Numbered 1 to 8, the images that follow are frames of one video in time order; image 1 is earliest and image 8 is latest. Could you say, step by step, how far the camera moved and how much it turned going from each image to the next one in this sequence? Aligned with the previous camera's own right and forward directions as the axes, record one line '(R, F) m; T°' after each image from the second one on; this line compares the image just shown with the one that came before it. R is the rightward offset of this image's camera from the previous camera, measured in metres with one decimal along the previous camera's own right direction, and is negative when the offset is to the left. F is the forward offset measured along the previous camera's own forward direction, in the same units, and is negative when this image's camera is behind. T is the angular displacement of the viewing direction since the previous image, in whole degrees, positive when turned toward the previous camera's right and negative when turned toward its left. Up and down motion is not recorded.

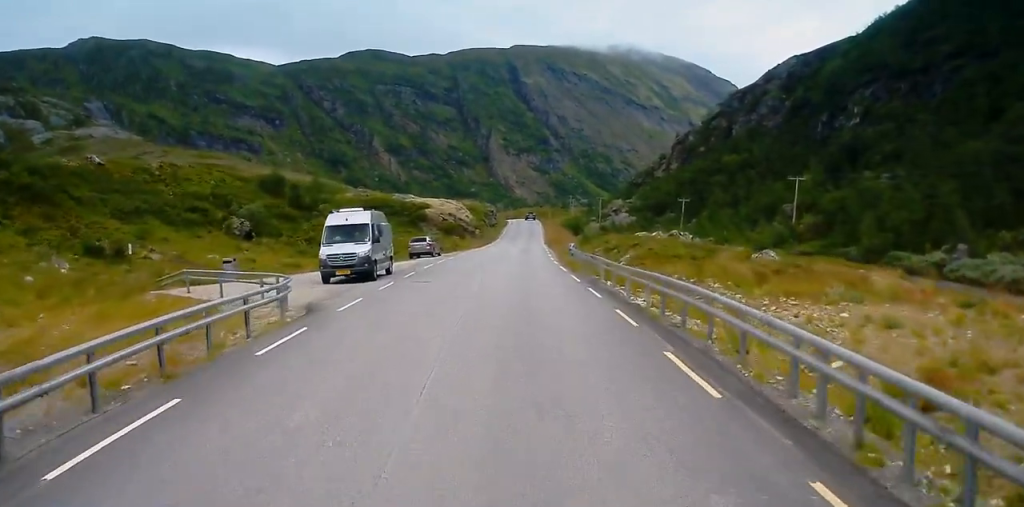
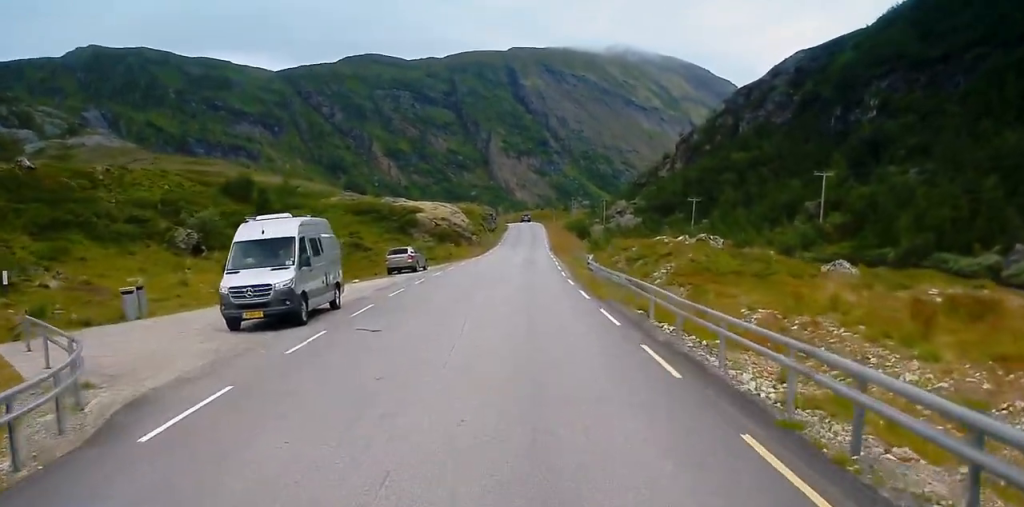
(0.0, +10.0) m; 0°
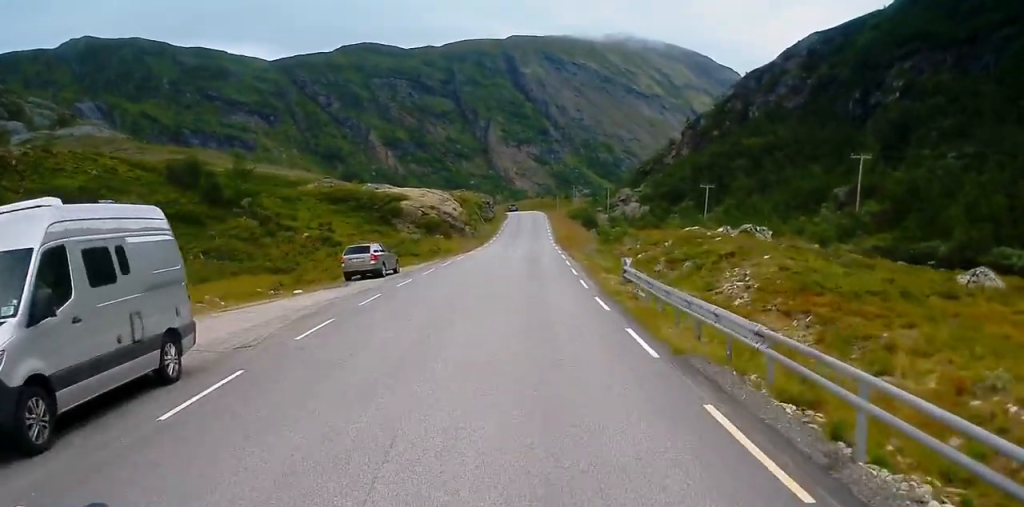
(+0.1, +11.1) m; 0°
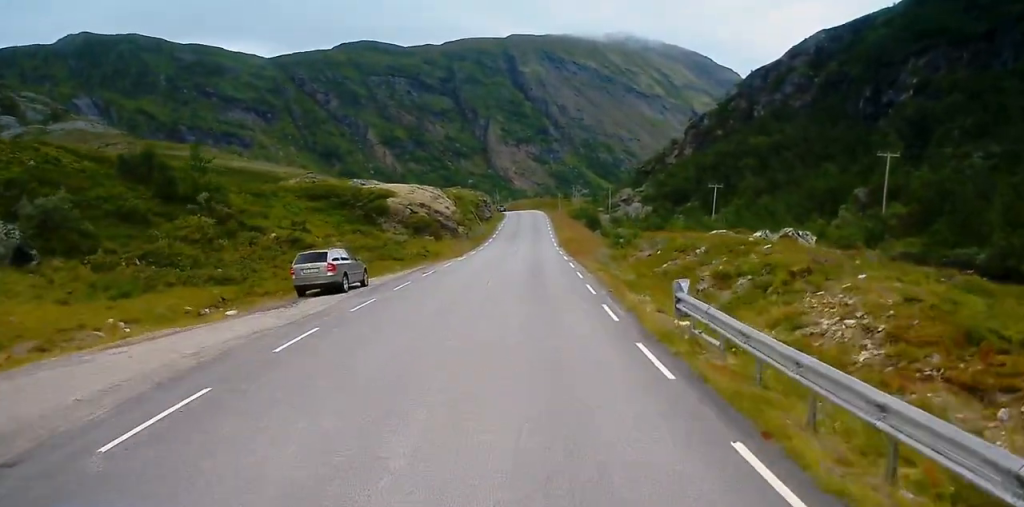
(-0.1, +7.3) m; 0°
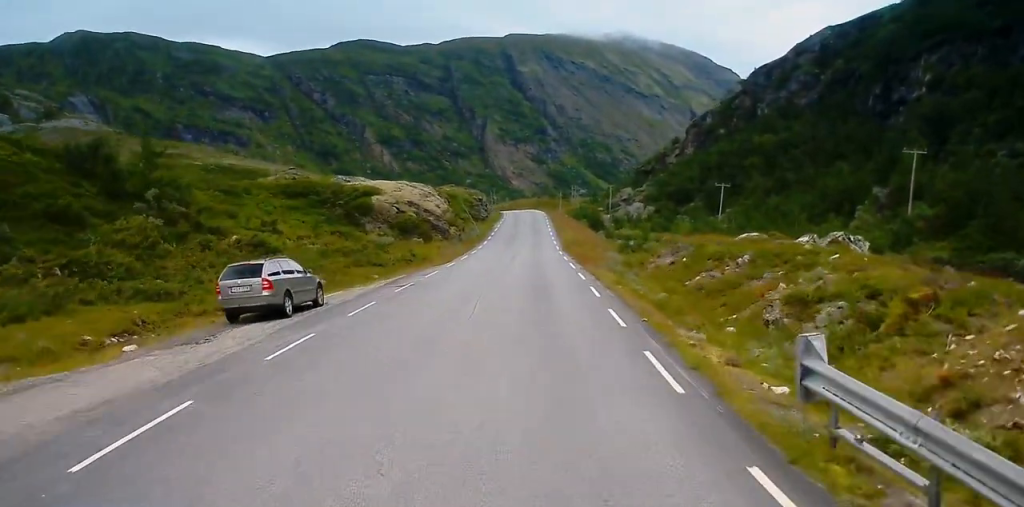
(+0.1, +6.5) m; +1°
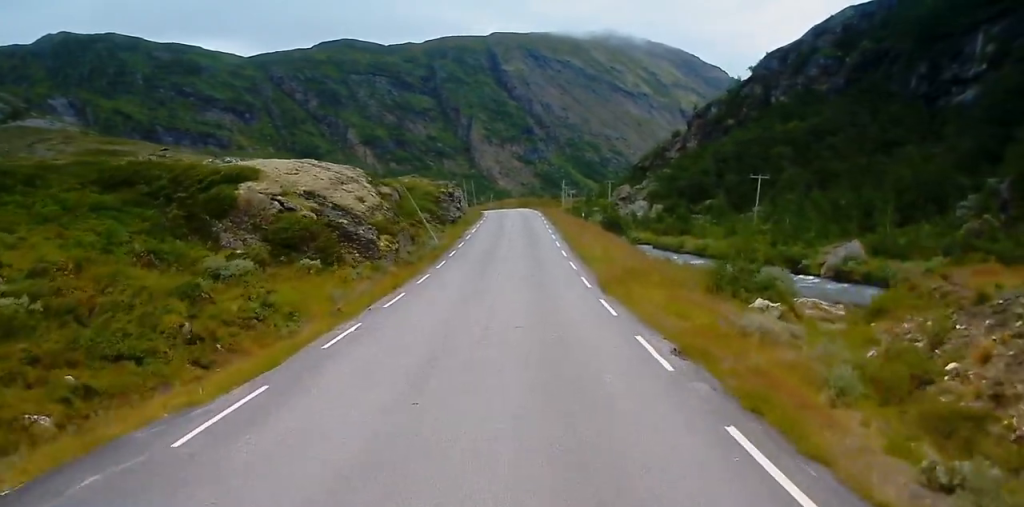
(+0.3, +28.1) m; +1°
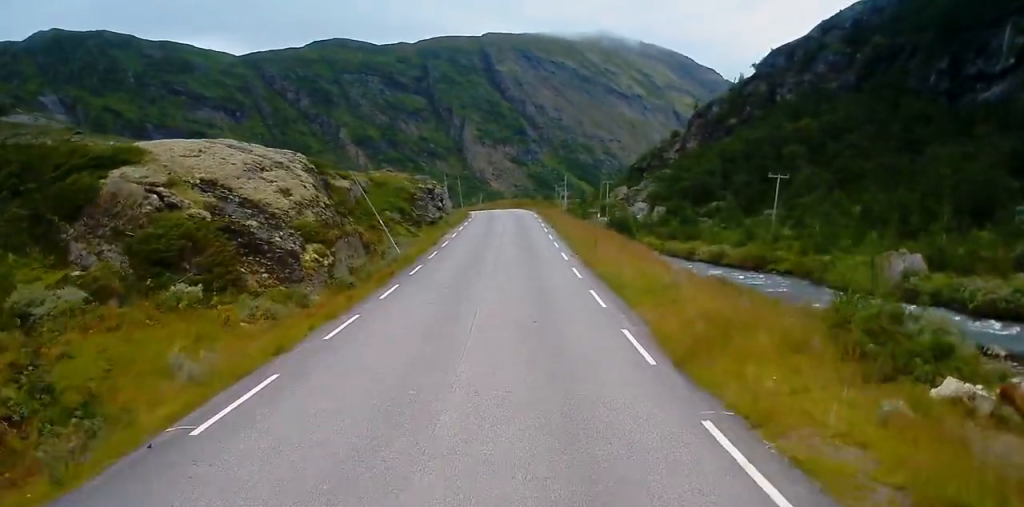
(+0.1, +11.3) m; 0°
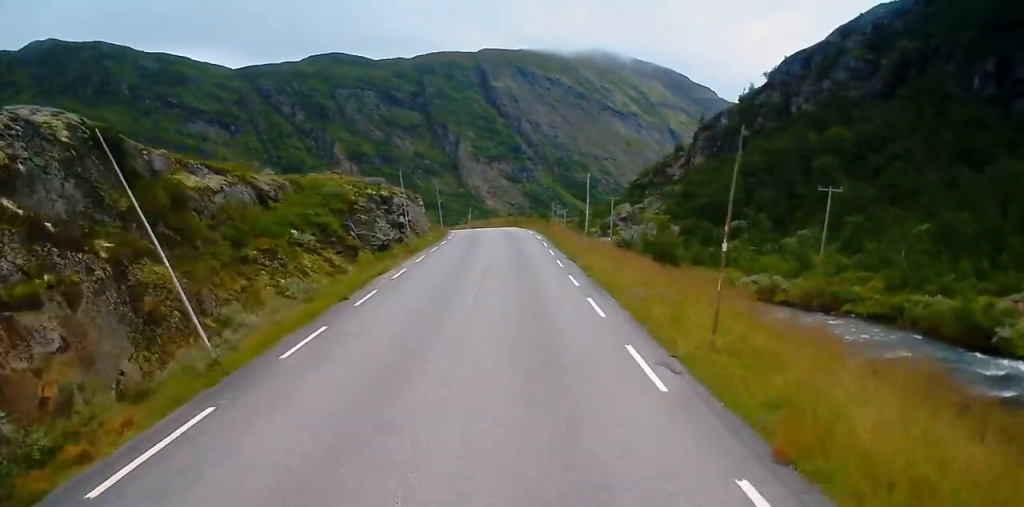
(-0.2, +19.4) m; -1°
